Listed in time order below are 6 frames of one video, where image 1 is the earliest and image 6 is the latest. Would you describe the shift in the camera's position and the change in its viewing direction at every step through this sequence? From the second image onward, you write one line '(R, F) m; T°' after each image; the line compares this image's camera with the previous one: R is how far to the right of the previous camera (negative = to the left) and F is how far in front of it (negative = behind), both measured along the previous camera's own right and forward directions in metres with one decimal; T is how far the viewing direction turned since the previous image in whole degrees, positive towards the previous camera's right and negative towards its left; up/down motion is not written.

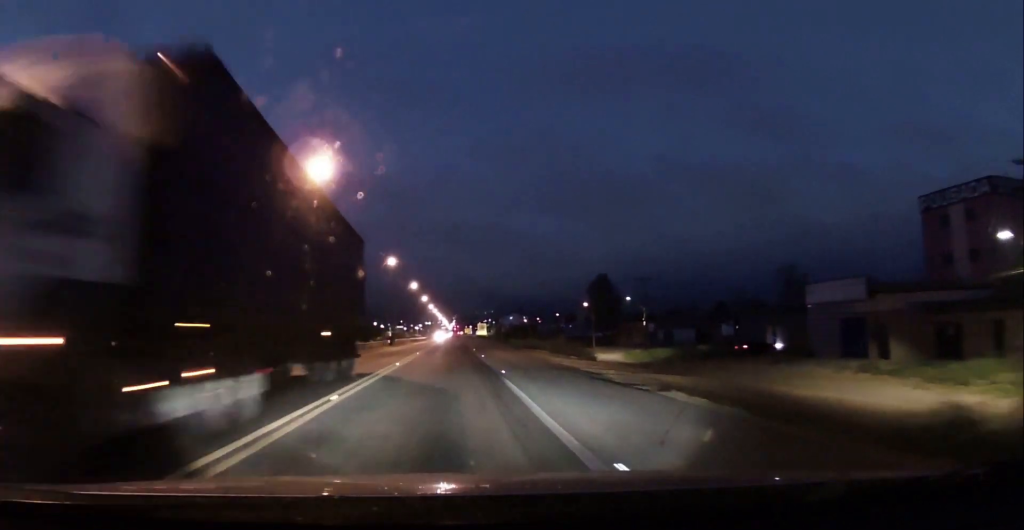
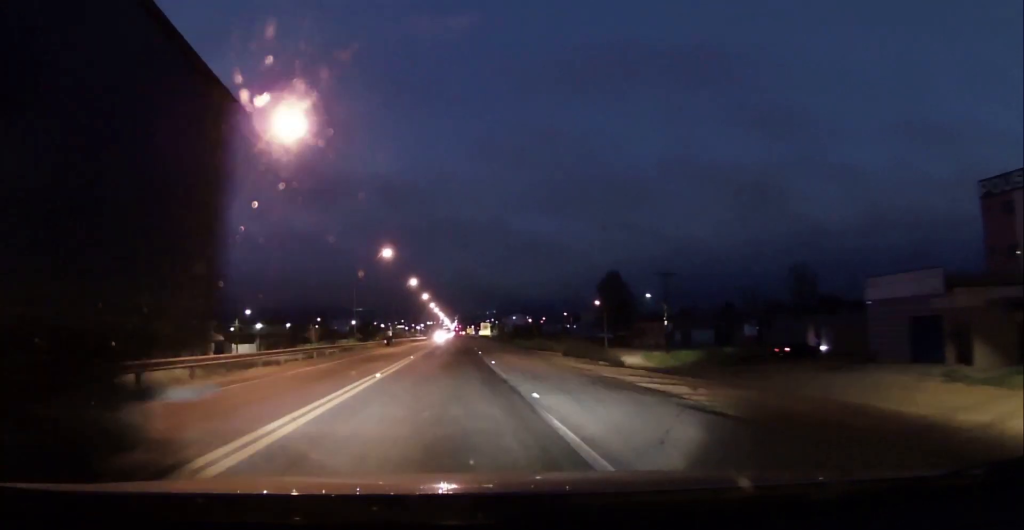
(0.0, +7.0) m; 0°
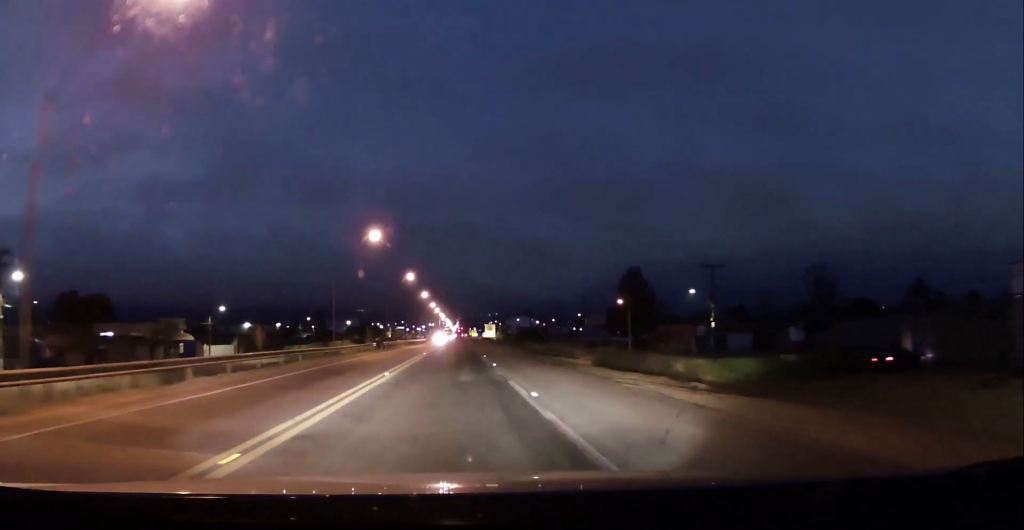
(-0.1, +12.4) m; -1°
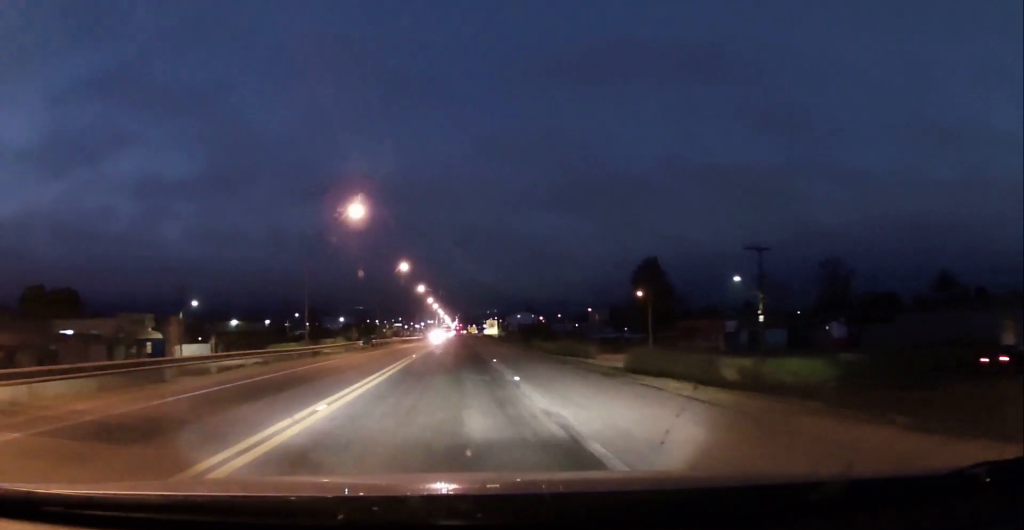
(-0.1, +9.5) m; 0°
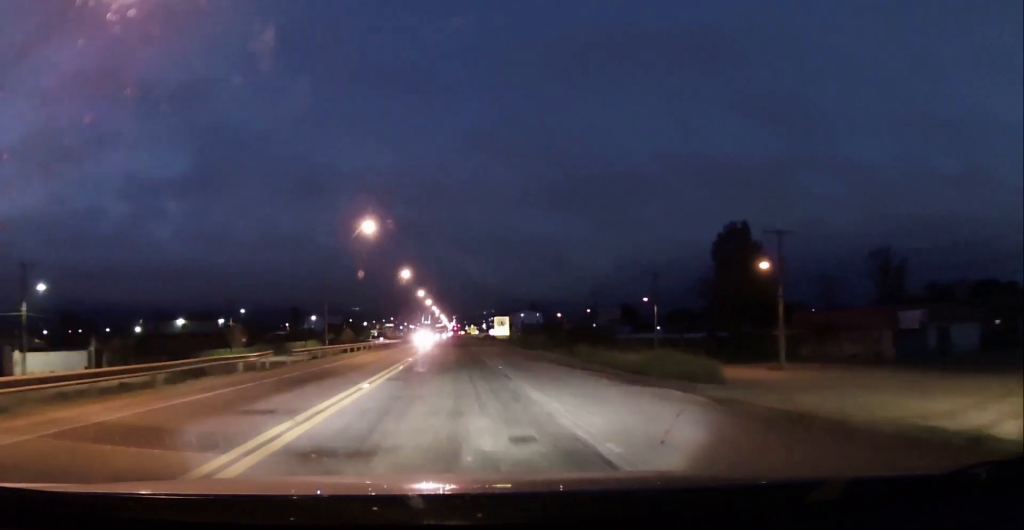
(+0.5, +32.4) m; +1°
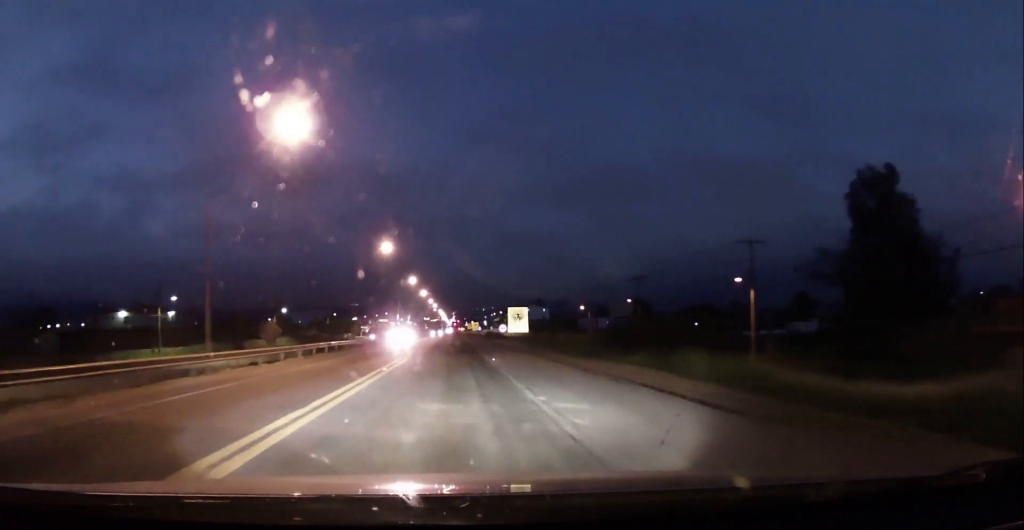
(-0.3, +25.2) m; -2°
